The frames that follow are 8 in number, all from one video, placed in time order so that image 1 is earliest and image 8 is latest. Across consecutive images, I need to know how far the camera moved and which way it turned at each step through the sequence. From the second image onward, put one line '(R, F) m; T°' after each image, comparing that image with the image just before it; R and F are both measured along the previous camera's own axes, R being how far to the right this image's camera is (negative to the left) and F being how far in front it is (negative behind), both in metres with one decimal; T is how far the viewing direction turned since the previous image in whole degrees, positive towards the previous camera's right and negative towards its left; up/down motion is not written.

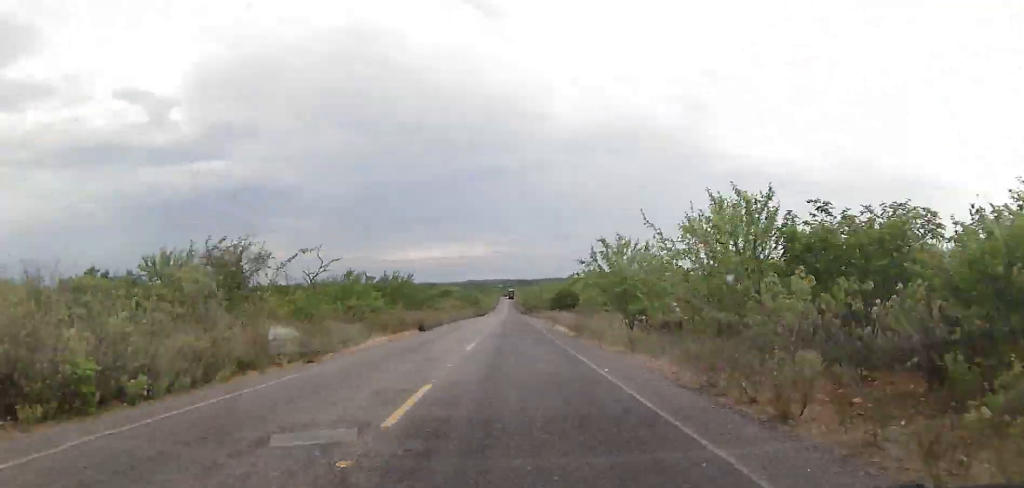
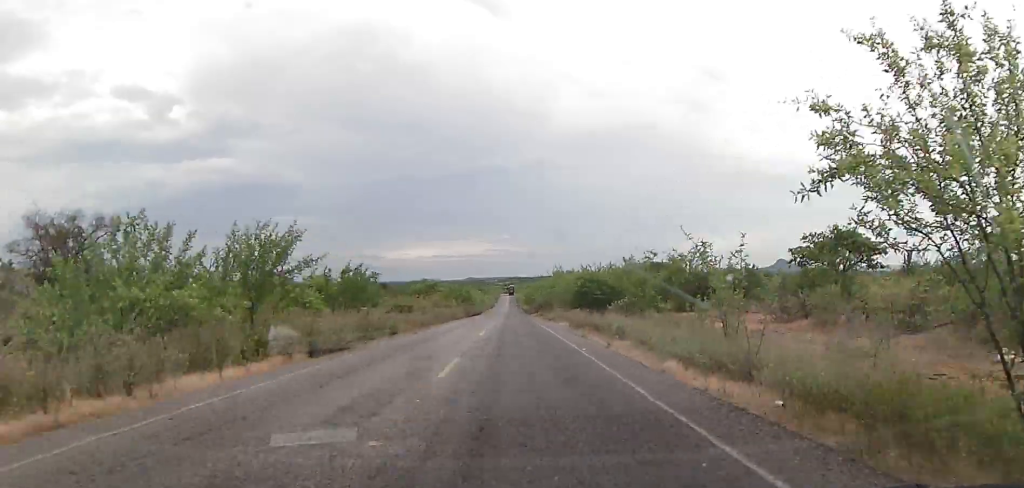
(+0.1, +23.6) m; 0°
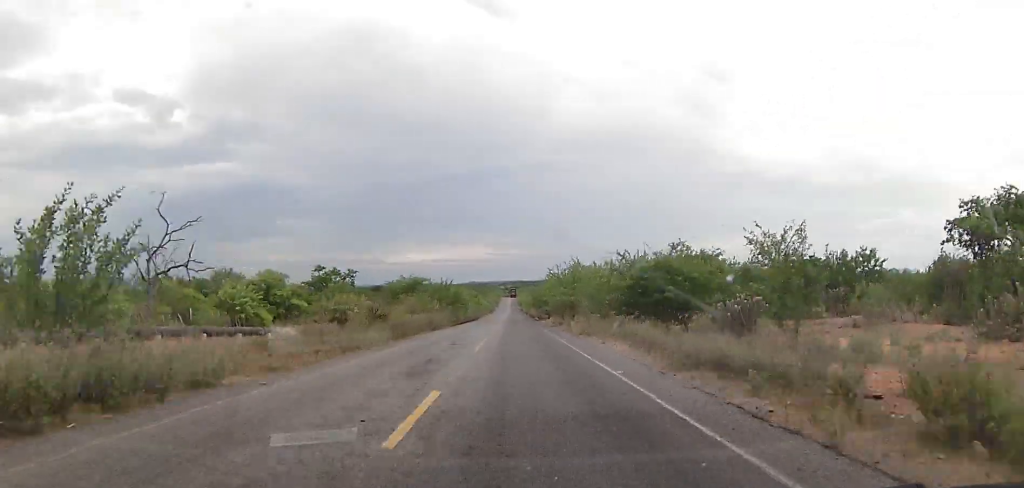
(+0.5, +20.9) m; 0°
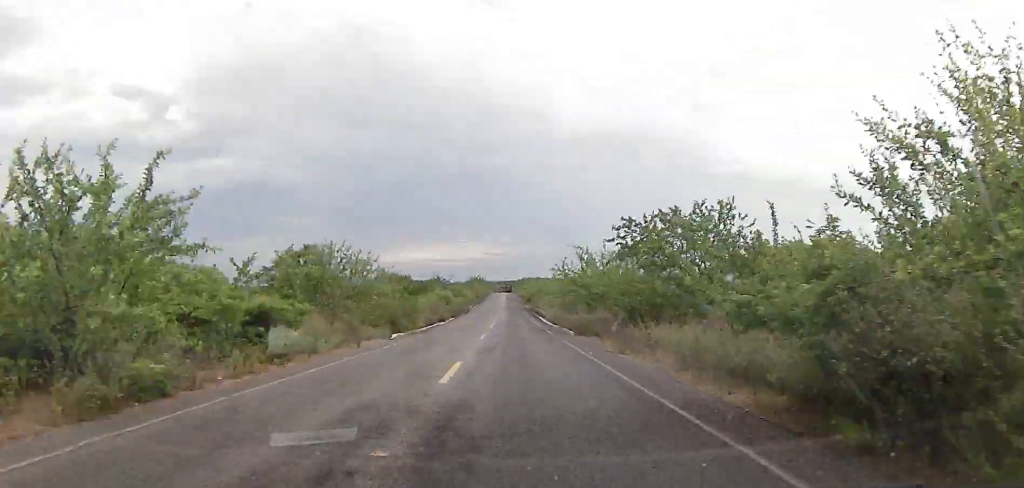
(-0.7, +101.4) m; 0°
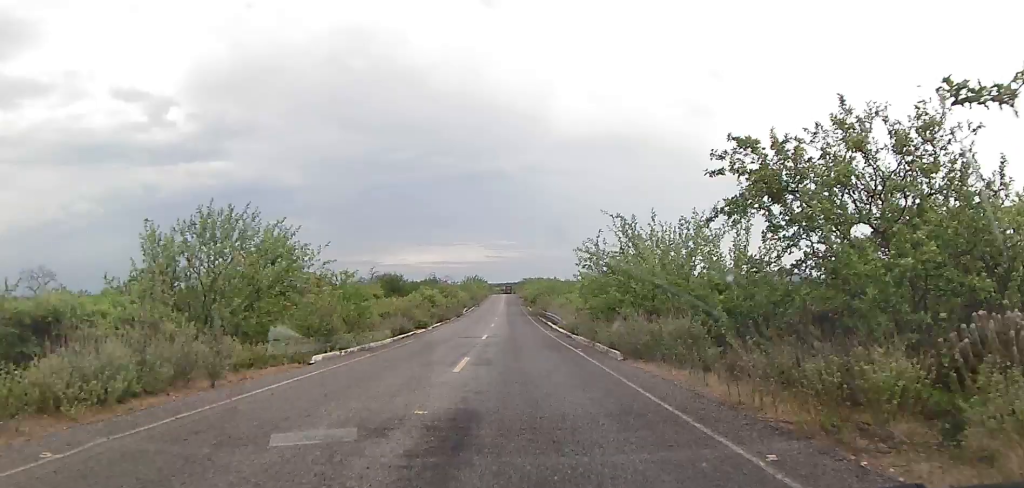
(-0.1, +12.5) m; 0°
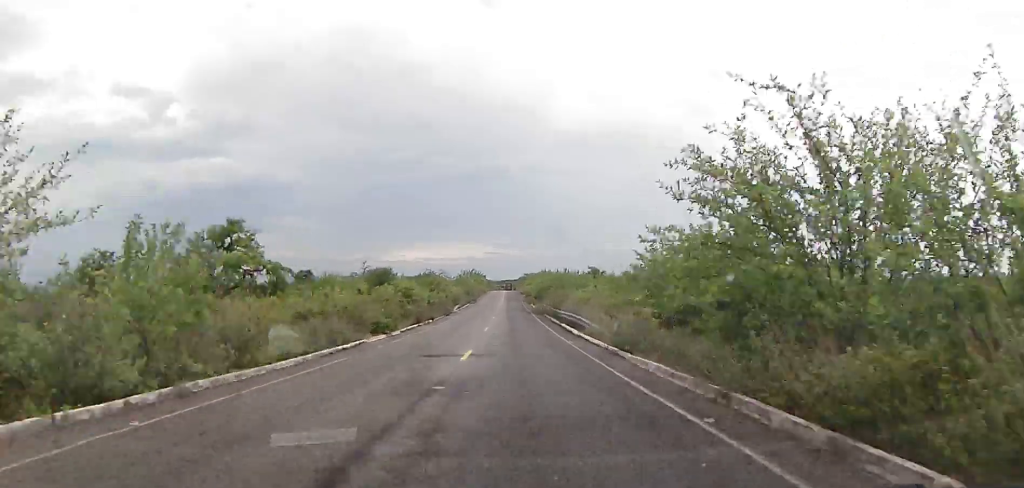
(+0.2, +13.5) m; 0°
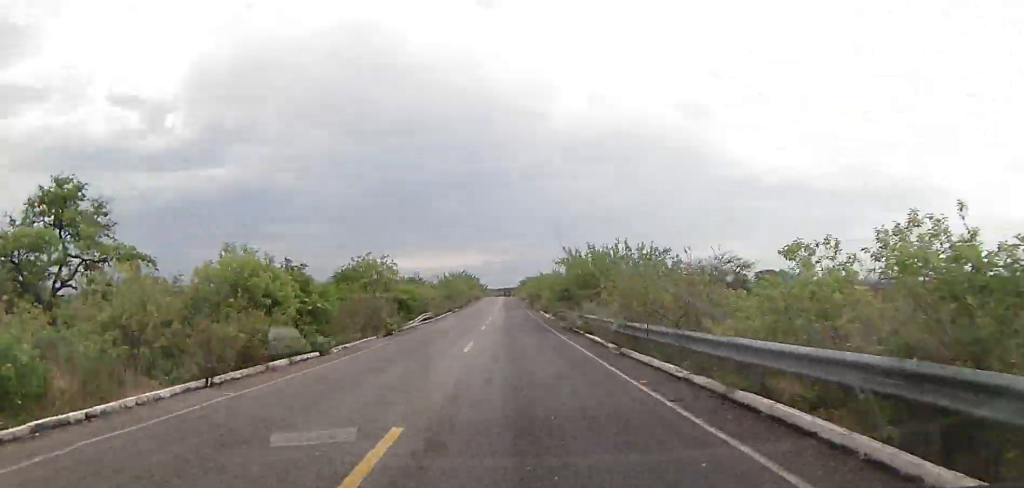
(0.0, +27.8) m; 0°
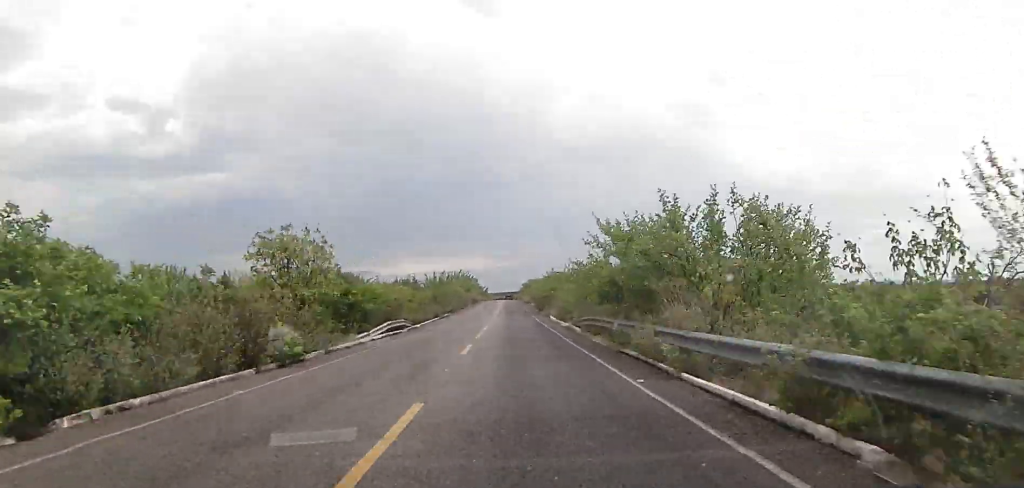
(-0.1, +13.4) m; 0°
